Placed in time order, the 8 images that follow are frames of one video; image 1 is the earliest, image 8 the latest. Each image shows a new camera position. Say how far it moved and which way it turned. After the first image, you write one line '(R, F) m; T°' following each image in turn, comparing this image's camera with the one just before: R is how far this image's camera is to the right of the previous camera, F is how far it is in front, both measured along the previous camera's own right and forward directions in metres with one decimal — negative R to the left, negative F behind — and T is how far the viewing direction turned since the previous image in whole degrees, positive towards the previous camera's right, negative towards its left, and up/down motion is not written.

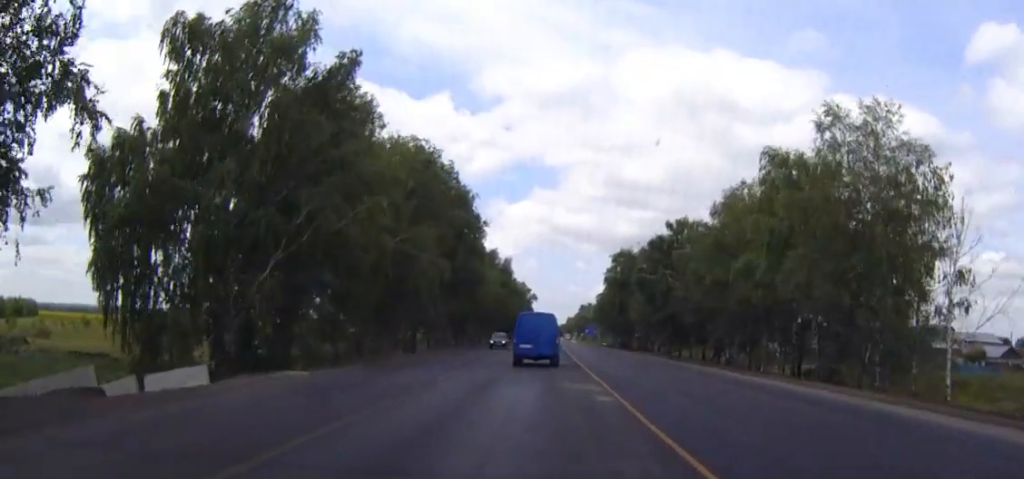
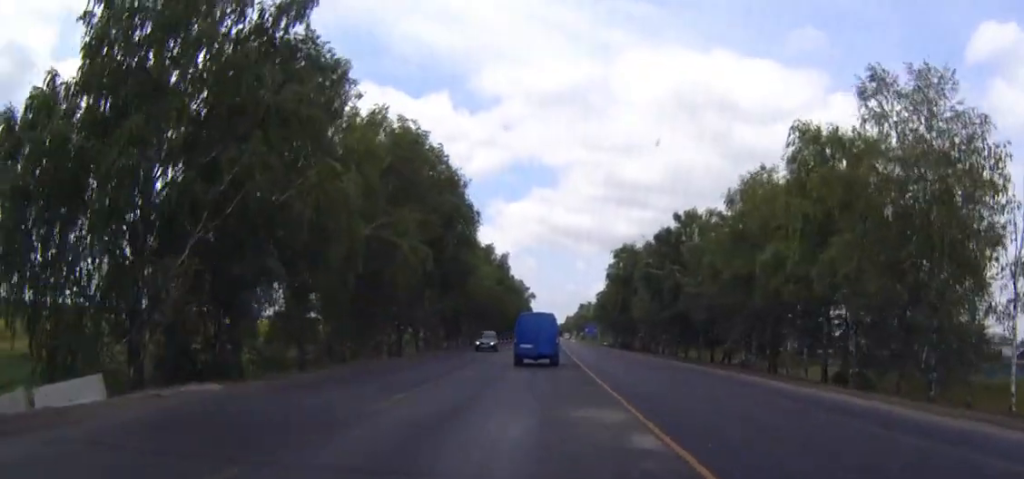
(0.0, +7.3) m; 0°
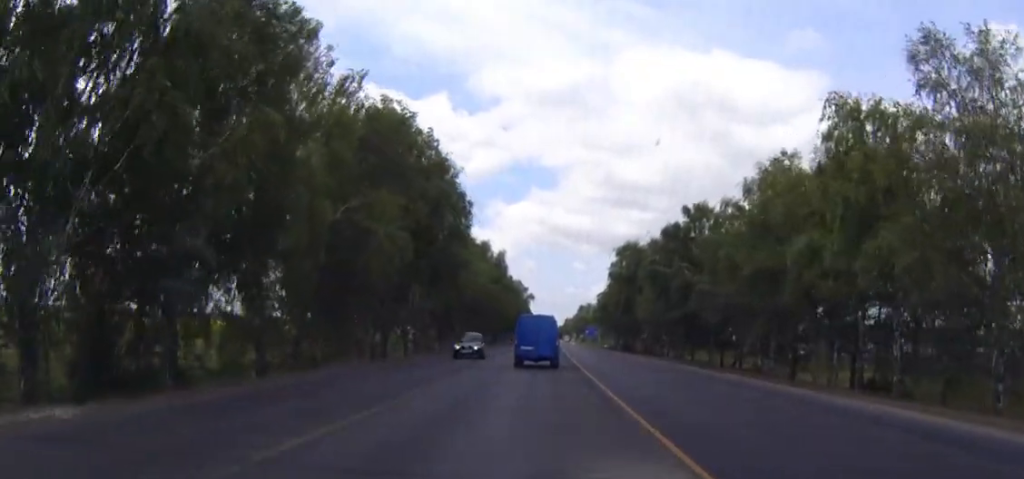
(0.0, +6.8) m; 0°
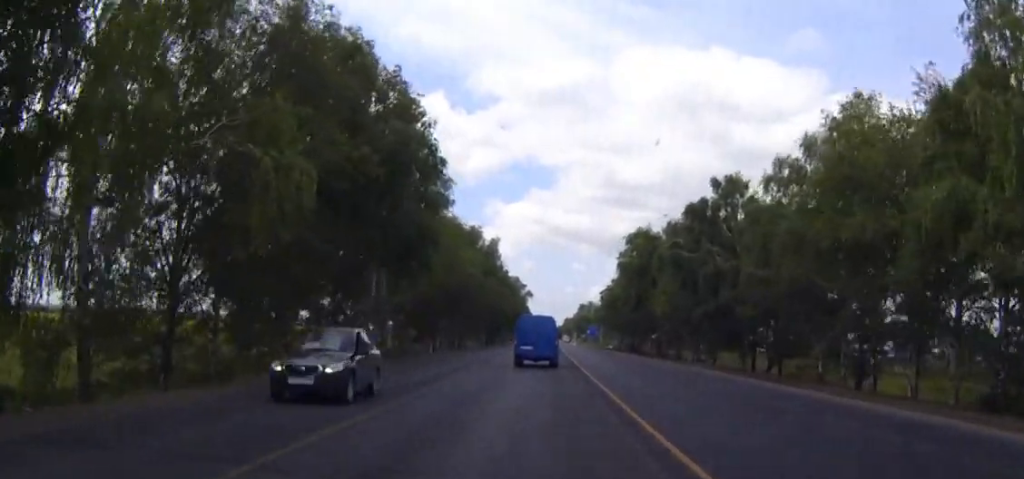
(0.0, +16.5) m; 0°
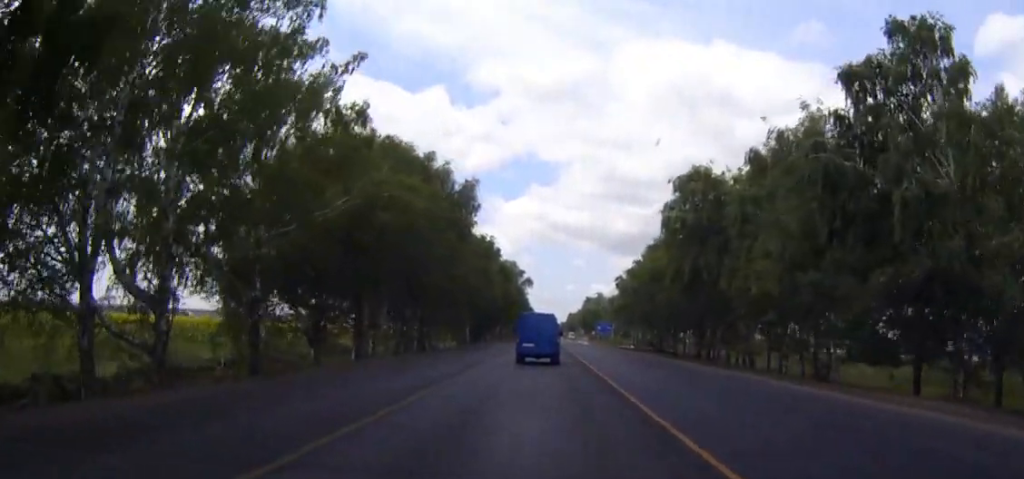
(+0.3, +40.2) m; 0°
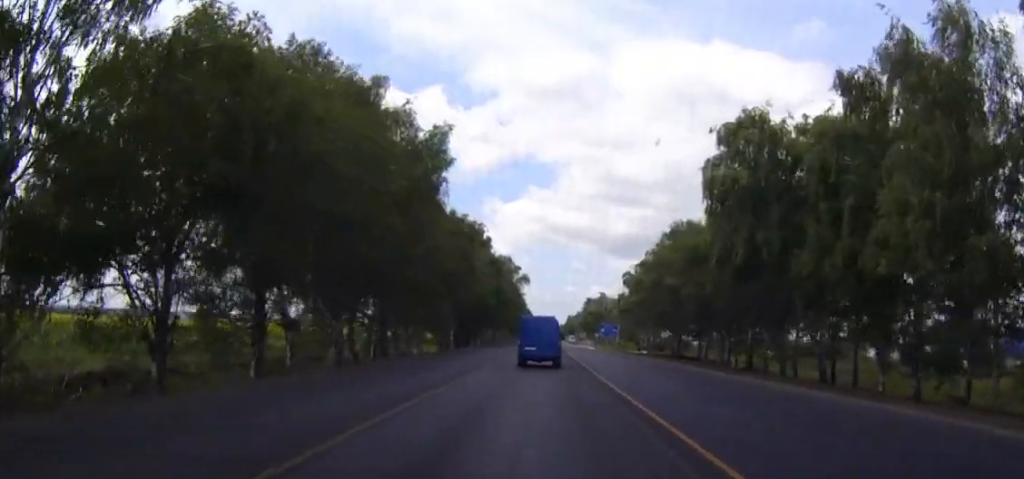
(0.0, +19.9) m; +1°
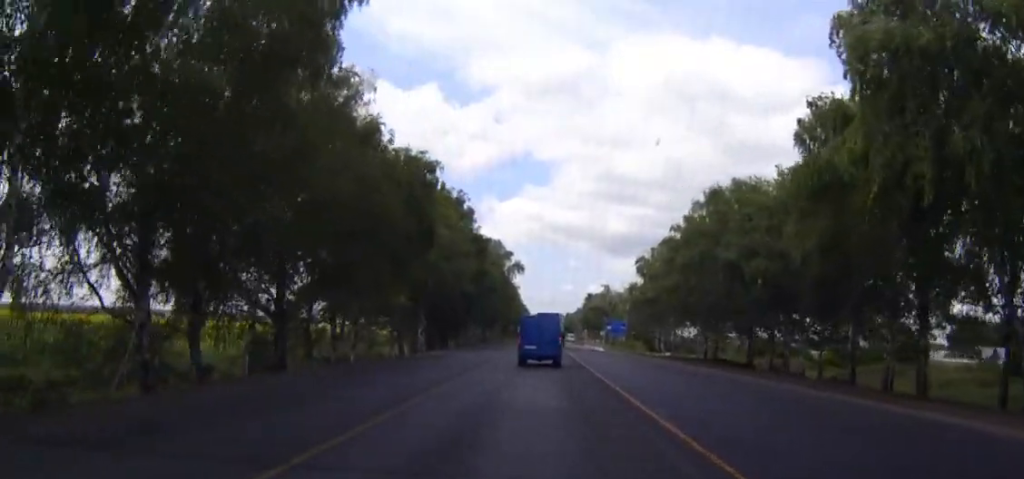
(+0.3, +26.0) m; +1°
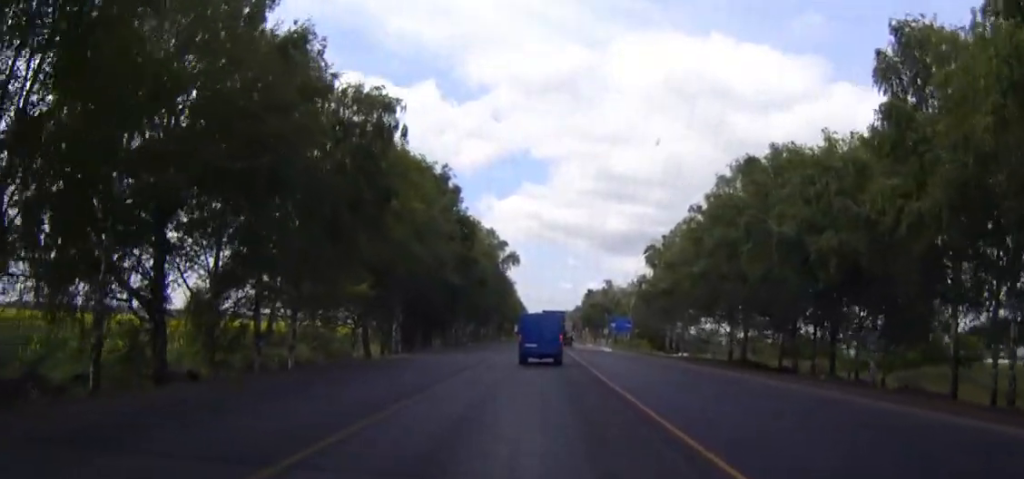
(0.0, +13.7) m; 0°
